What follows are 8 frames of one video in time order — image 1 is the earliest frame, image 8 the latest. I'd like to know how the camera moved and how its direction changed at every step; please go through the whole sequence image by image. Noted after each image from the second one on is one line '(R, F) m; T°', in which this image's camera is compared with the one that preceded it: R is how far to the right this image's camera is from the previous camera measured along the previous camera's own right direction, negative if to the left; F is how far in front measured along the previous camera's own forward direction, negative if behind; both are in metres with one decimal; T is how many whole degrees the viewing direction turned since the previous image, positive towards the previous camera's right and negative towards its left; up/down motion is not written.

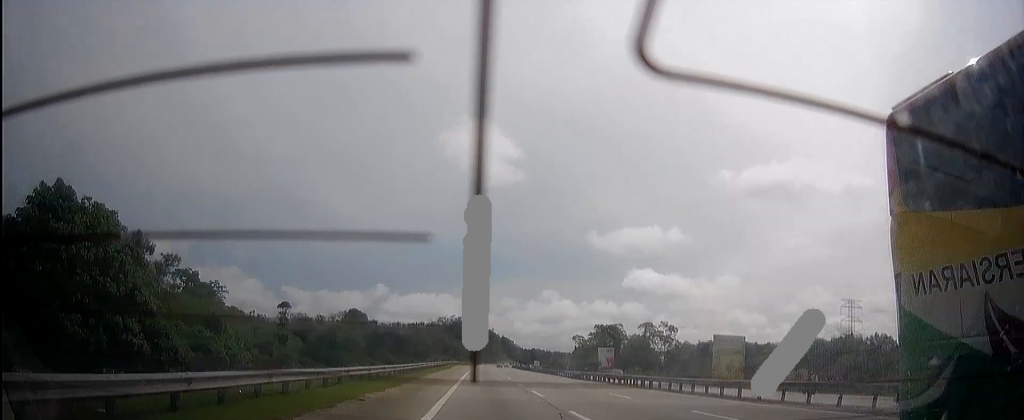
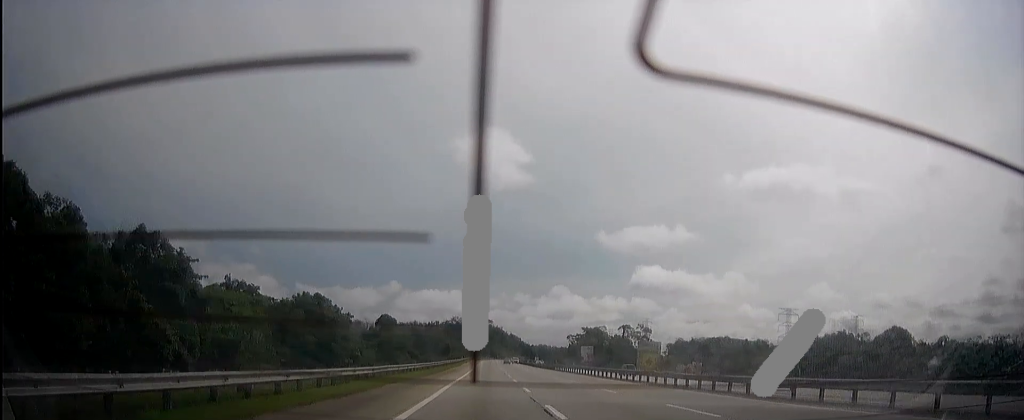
(+0.7, +57.7) m; +1°
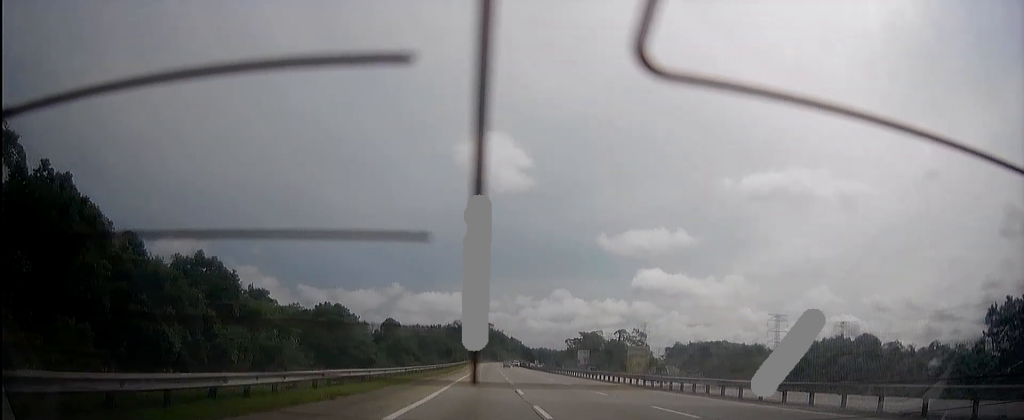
(0.0, +13.3) m; 0°
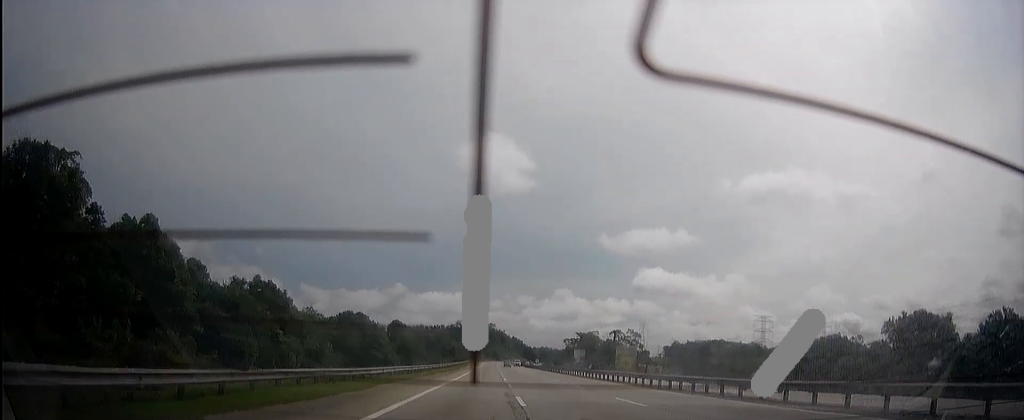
(0.0, +17.3) m; 0°
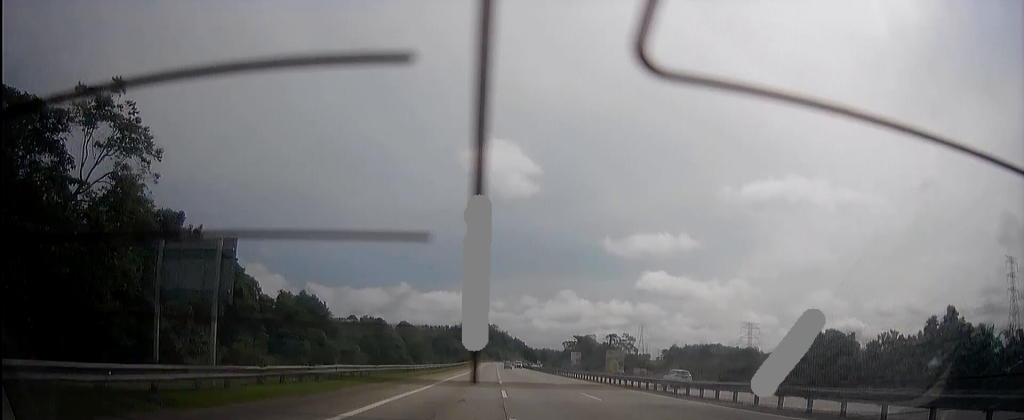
(0.0, +20.5) m; 0°
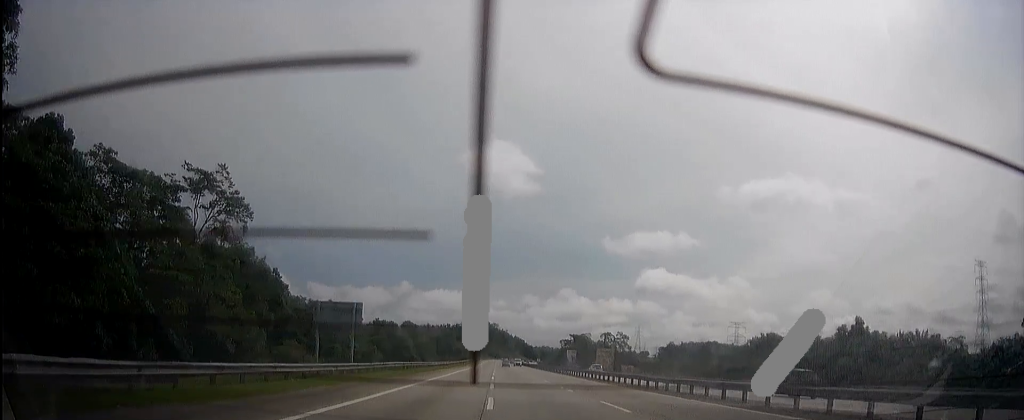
(0.0, +18.1) m; 0°
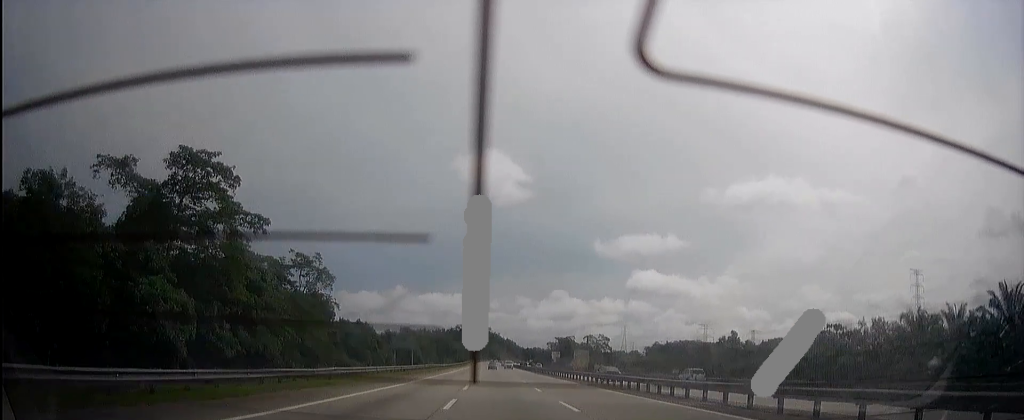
(0.0, +36.0) m; 0°
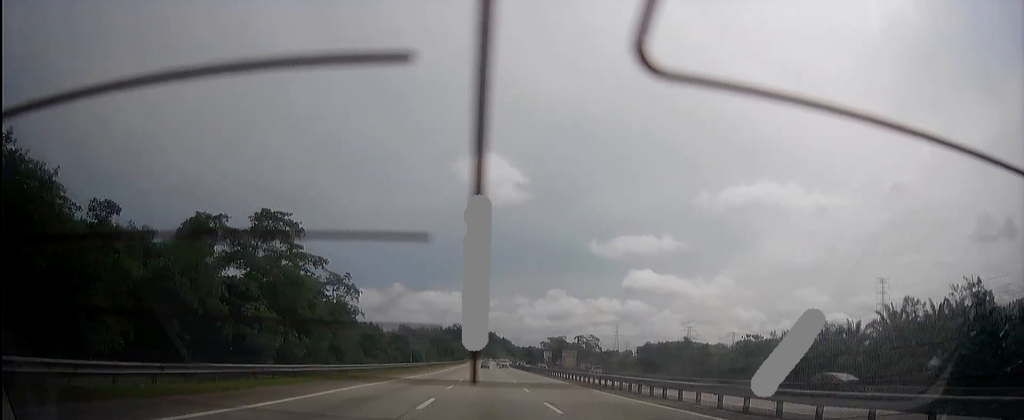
(-0.1, +23.1) m; -1°
